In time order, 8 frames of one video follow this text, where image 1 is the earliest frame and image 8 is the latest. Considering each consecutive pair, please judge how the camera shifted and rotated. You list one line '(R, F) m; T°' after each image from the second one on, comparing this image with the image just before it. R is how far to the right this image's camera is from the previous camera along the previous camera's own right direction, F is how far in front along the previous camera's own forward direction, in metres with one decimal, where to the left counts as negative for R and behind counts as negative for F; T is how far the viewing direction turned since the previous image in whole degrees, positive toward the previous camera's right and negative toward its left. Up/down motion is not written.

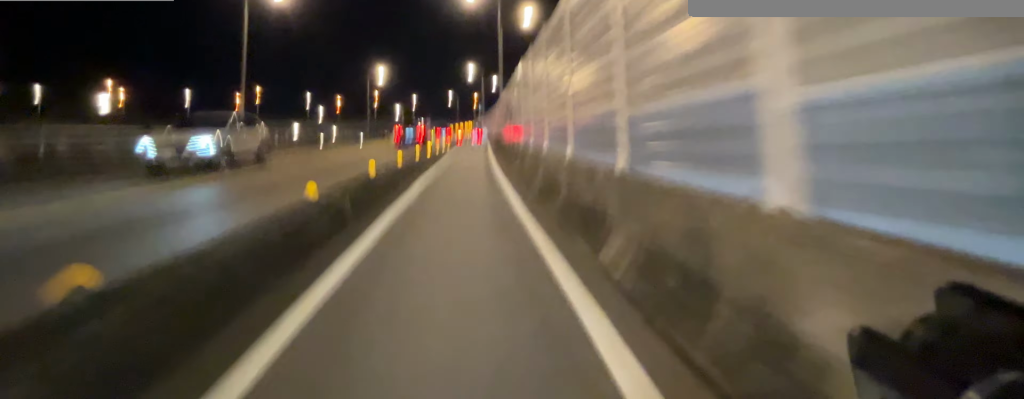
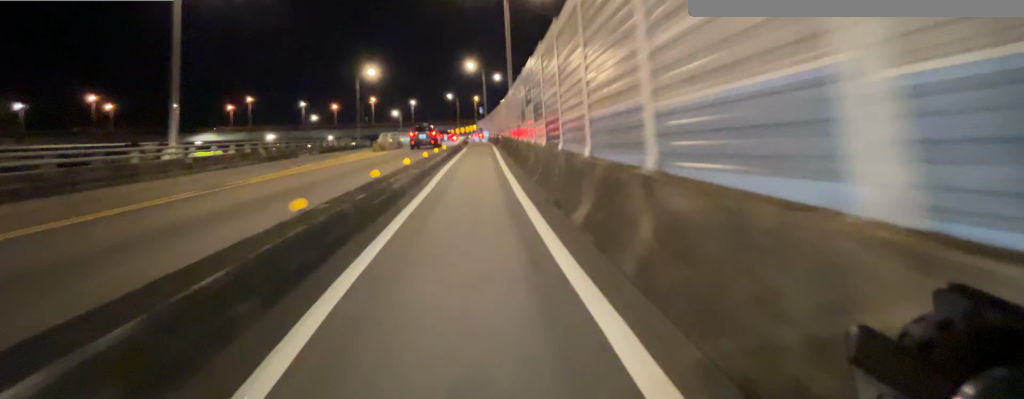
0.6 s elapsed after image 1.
(0.0, +6.7) m; 0°
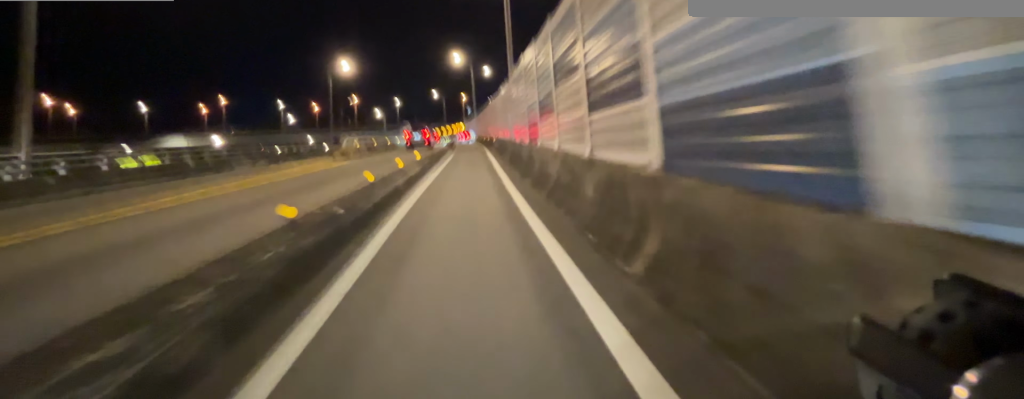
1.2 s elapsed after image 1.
(0.0, +6.8) m; 0°
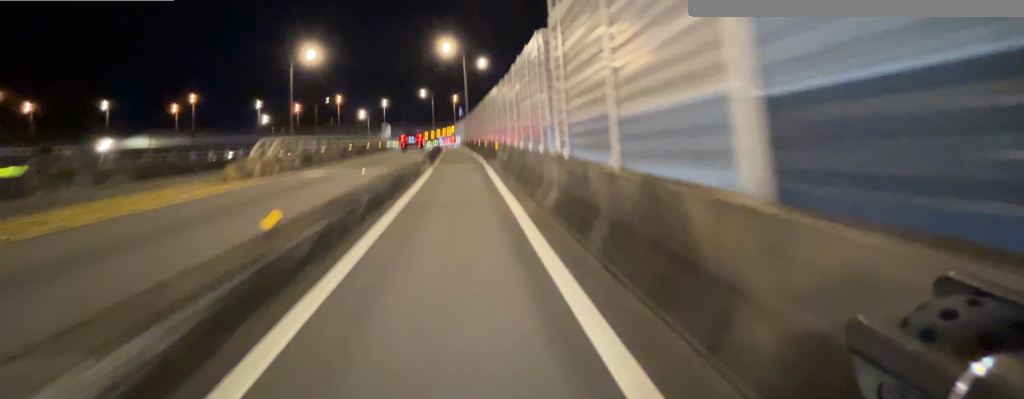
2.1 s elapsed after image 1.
(+0.1, +11.4) m; 0°
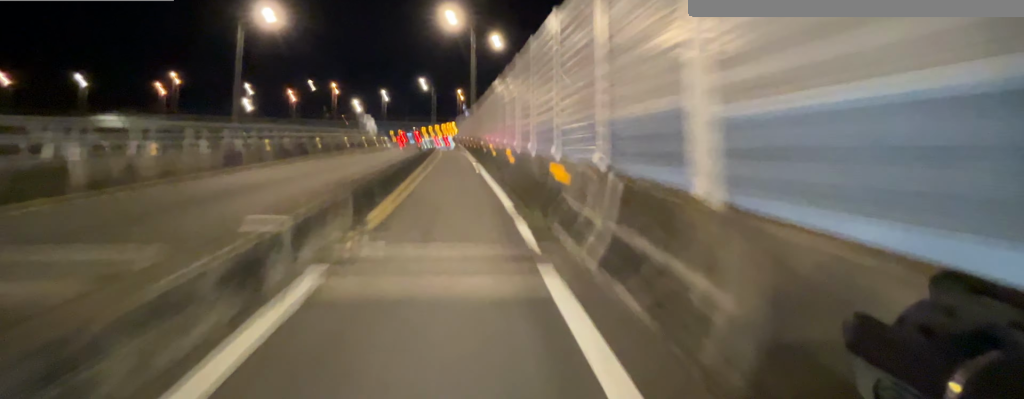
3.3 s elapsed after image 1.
(-0.1, +14.8) m; -1°
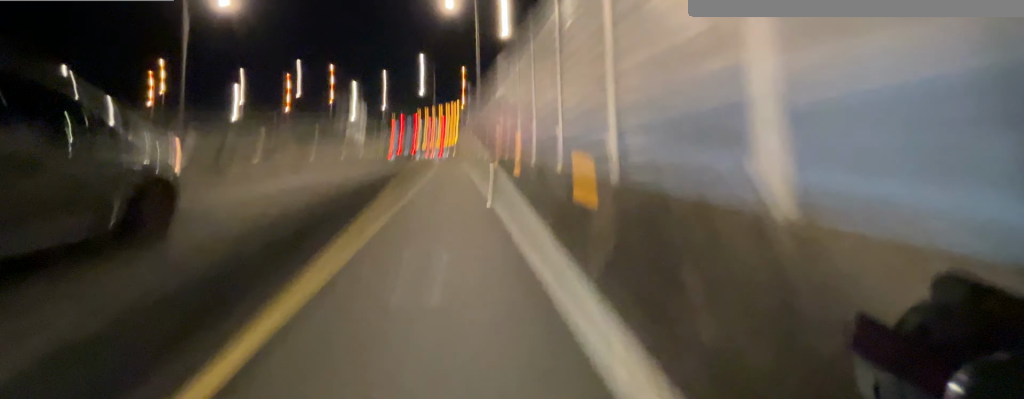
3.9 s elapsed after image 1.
(-0.1, +7.9) m; -1°
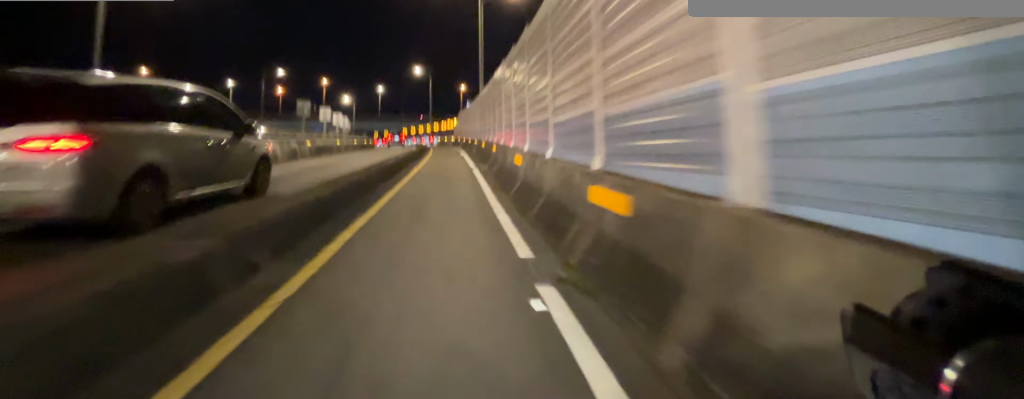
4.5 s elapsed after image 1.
(0.0, +6.8) m; 0°
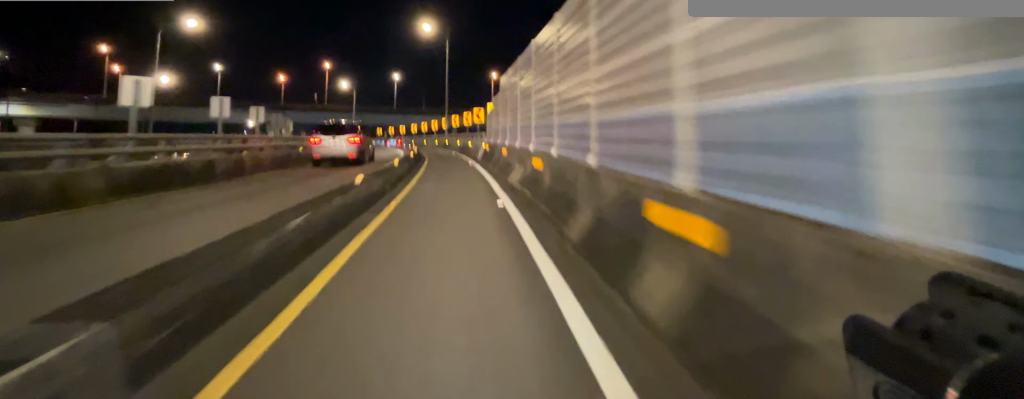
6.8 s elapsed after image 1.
(-1.1, +26.7) m; -6°
